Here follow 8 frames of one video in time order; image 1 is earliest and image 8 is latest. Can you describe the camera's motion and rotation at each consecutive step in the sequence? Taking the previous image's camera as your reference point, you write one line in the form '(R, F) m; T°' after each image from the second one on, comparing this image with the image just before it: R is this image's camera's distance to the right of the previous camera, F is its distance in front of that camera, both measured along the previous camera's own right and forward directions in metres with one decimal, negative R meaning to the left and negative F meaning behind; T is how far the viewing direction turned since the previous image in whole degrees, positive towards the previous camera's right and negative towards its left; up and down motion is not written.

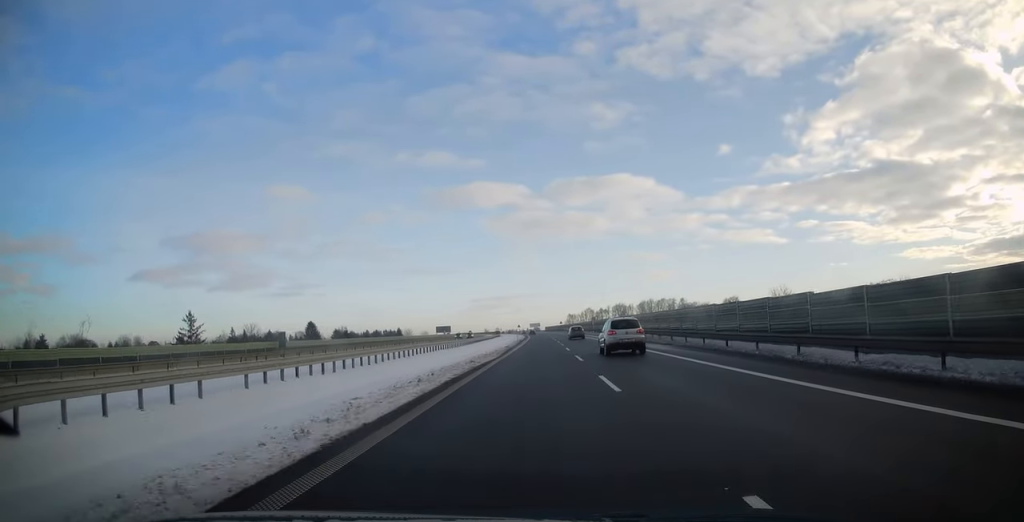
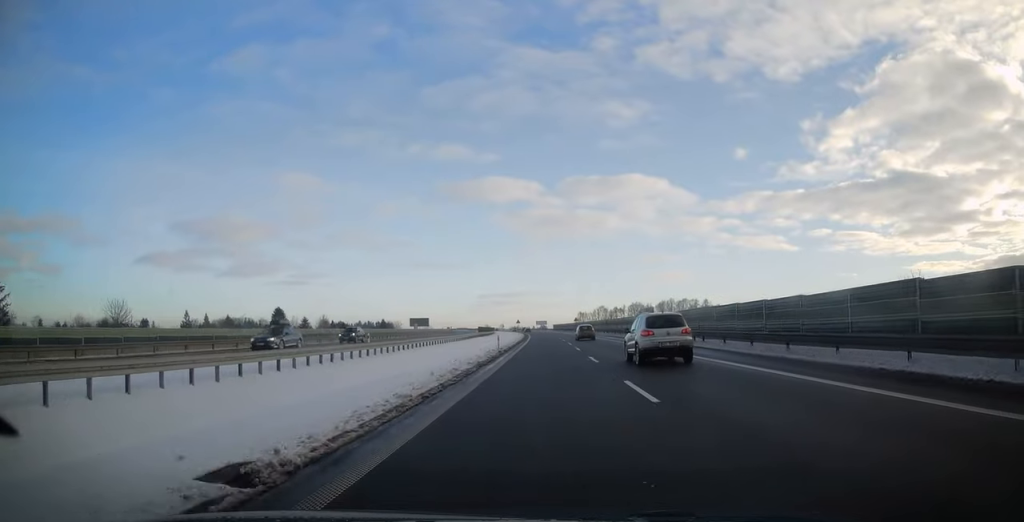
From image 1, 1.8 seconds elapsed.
(-0.5, +49.7) m; -1°
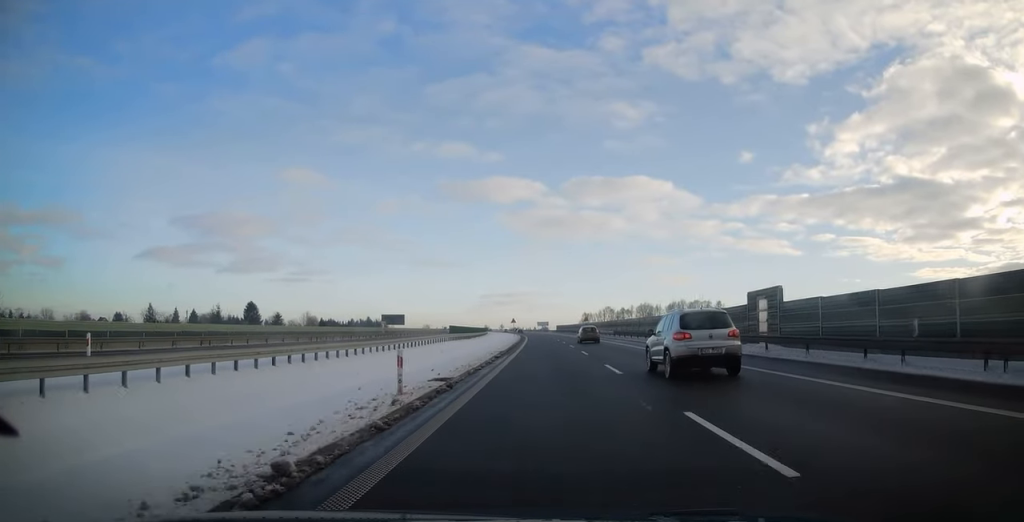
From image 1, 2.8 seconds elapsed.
(0.0, +29.3) m; 0°
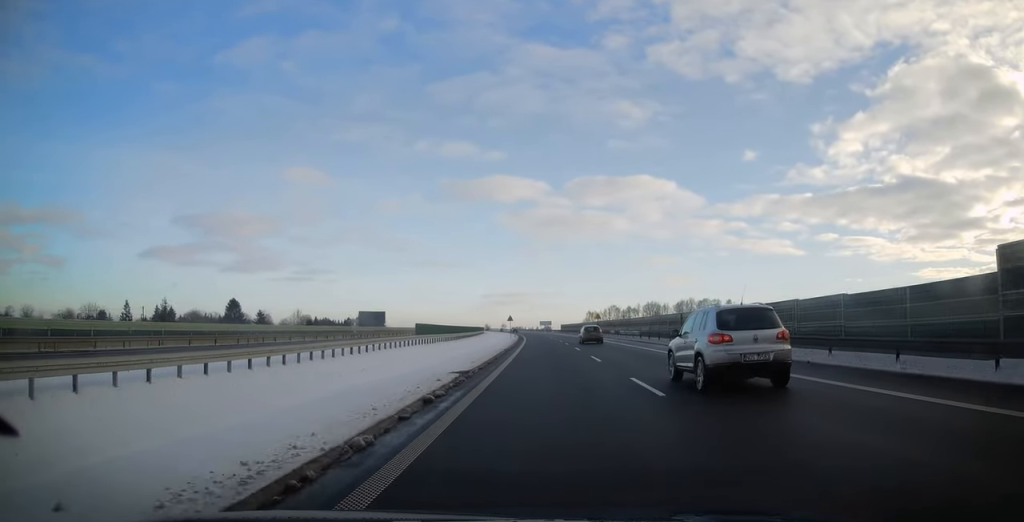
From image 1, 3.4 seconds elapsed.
(+0.1, +17.6) m; 0°
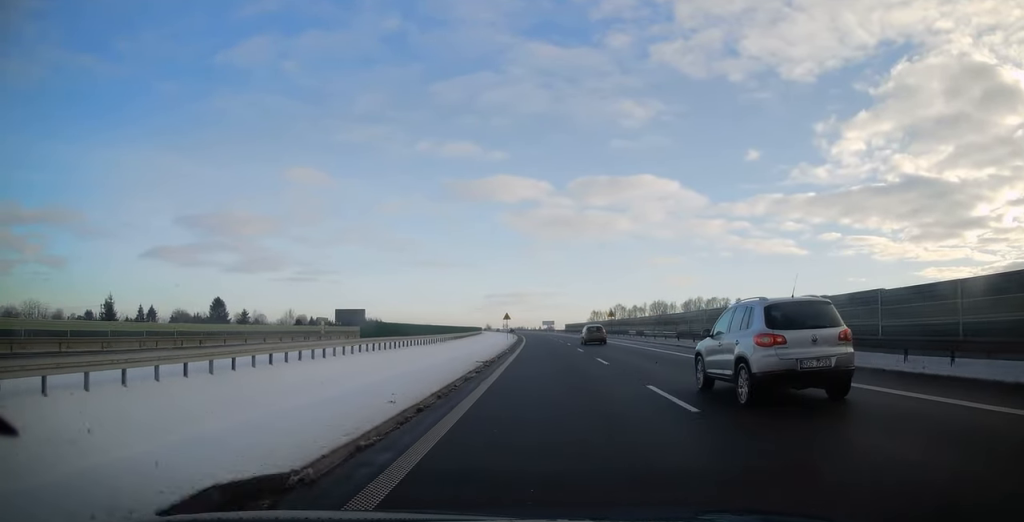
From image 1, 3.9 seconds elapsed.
(-0.1, +14.2) m; 0°
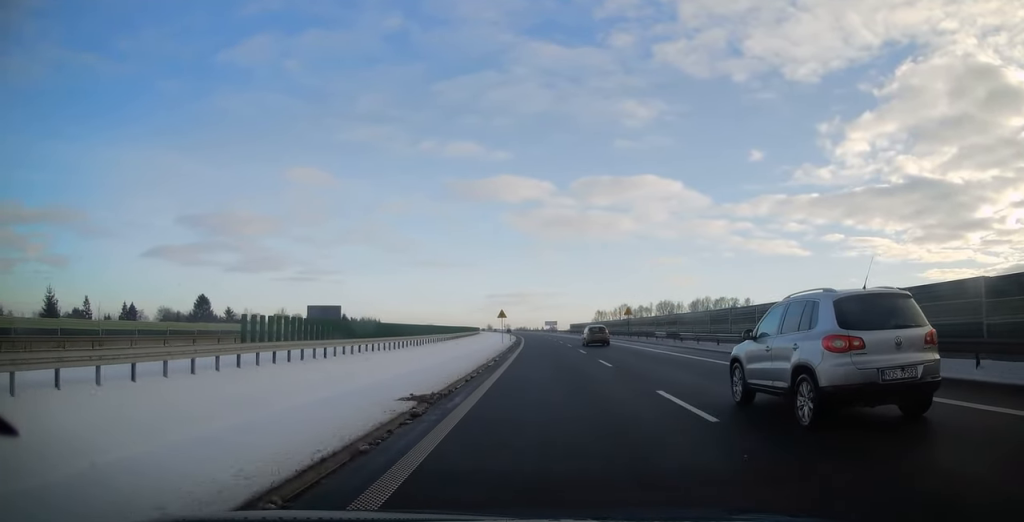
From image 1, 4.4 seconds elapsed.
(0.0, +12.8) m; 0°
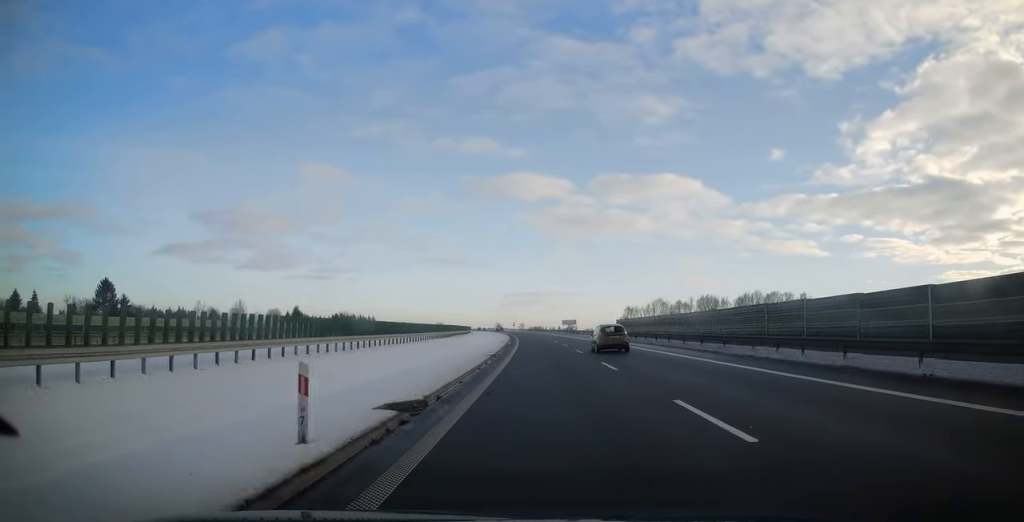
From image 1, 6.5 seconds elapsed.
(-0.2, +61.4) m; -1°
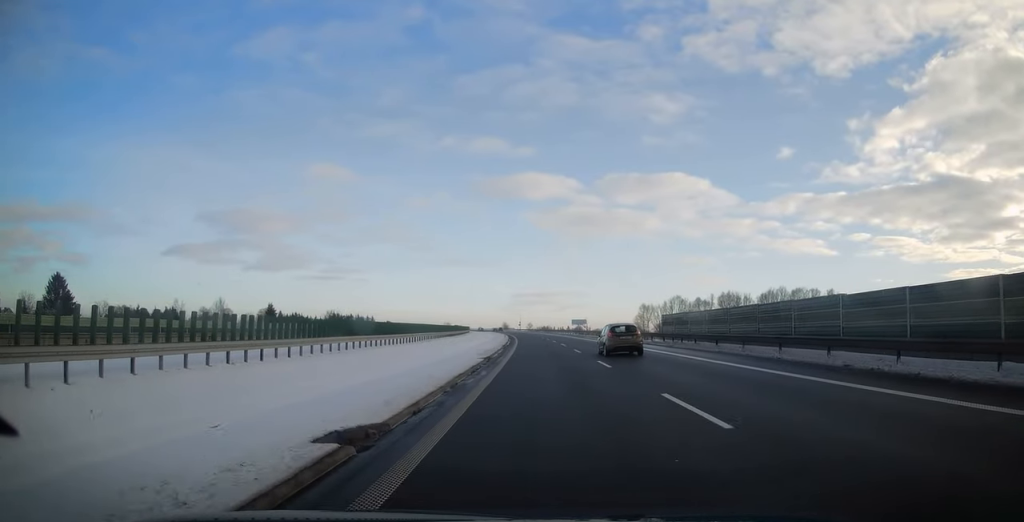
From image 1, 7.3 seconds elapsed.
(-0.5, +22.9) m; -1°
